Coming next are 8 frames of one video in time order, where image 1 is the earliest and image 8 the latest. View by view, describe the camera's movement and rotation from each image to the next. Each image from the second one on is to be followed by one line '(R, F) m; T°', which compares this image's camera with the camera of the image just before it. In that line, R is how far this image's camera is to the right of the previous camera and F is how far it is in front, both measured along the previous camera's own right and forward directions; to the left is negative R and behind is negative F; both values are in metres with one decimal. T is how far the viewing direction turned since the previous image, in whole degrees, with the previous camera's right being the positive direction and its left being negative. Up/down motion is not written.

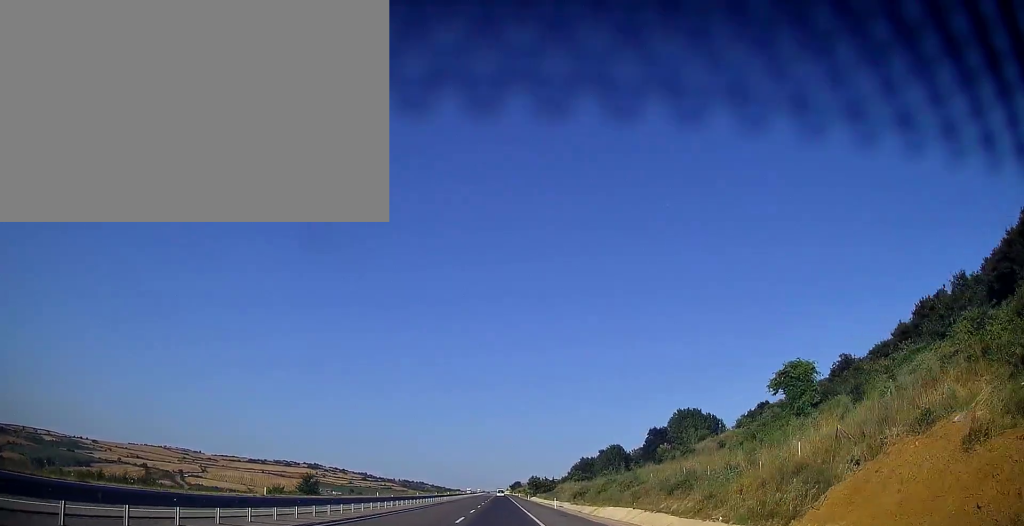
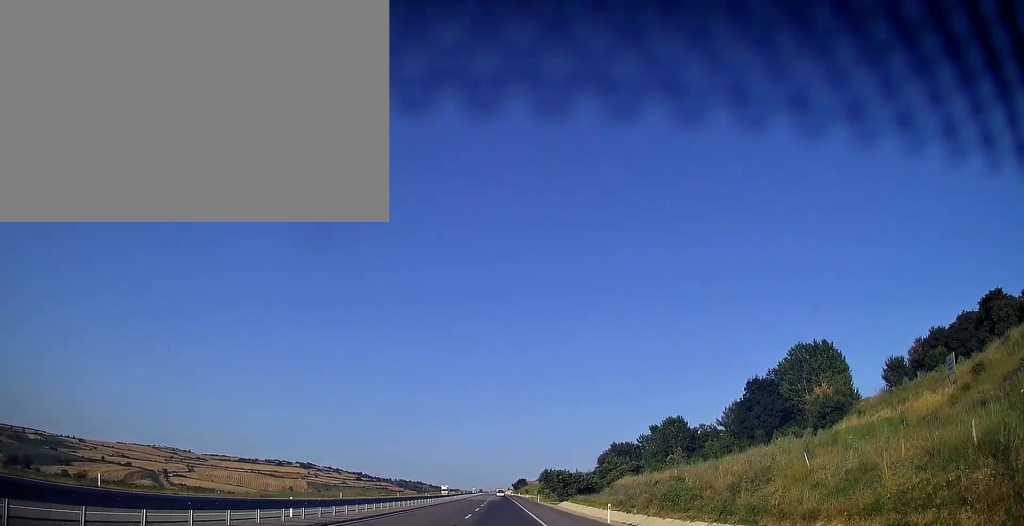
(-0.2, +80.6) m; 0°
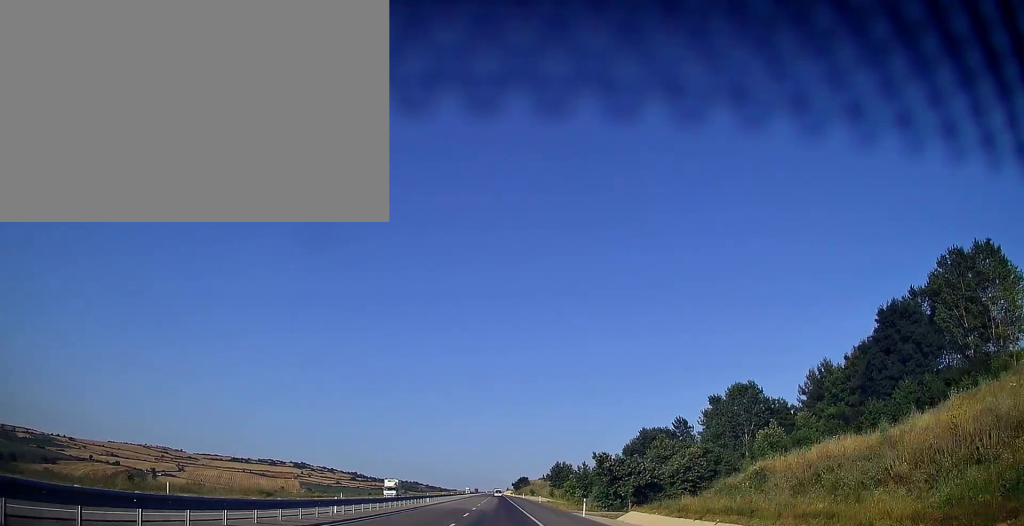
(+0.2, +45.9) m; 0°
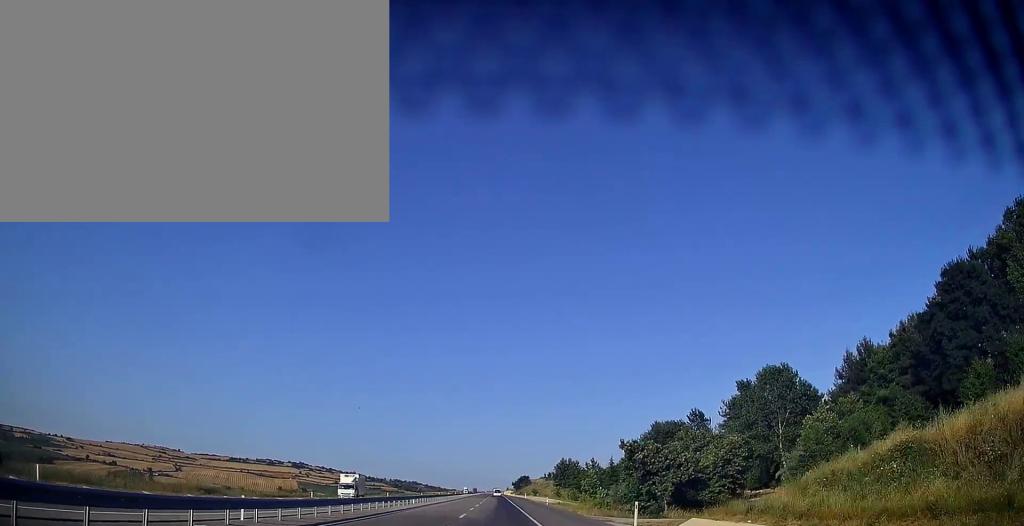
(0.0, +13.7) m; 0°
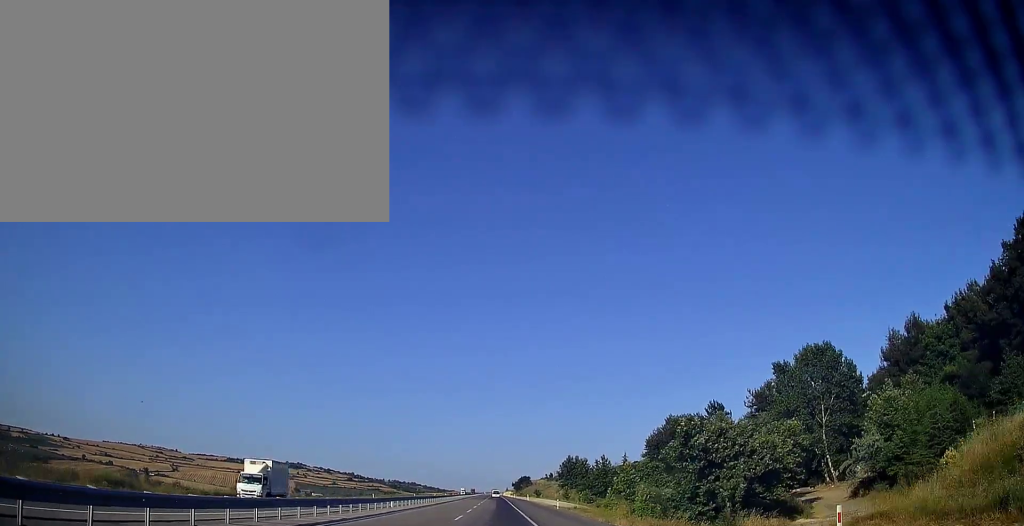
(0.0, +13.7) m; 0°
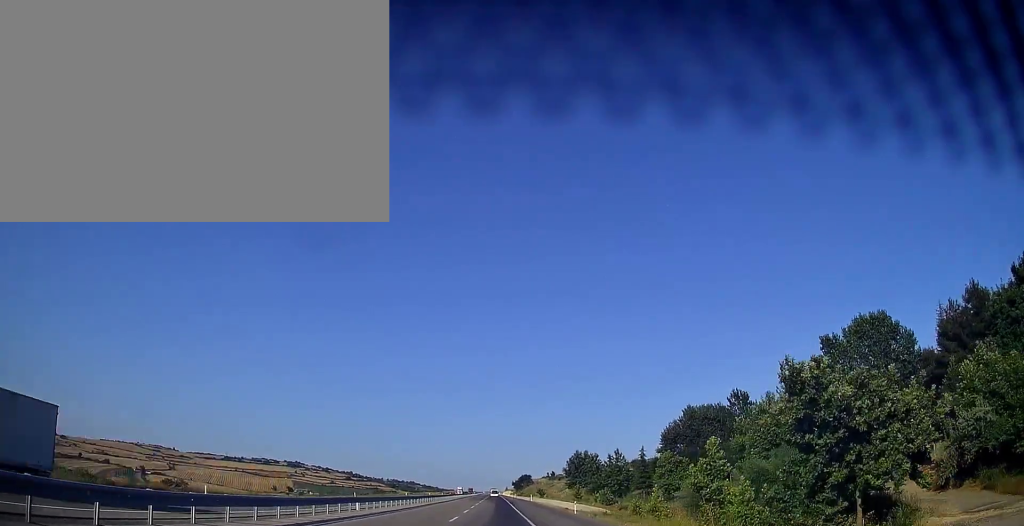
(0.0, +13.7) m; 0°
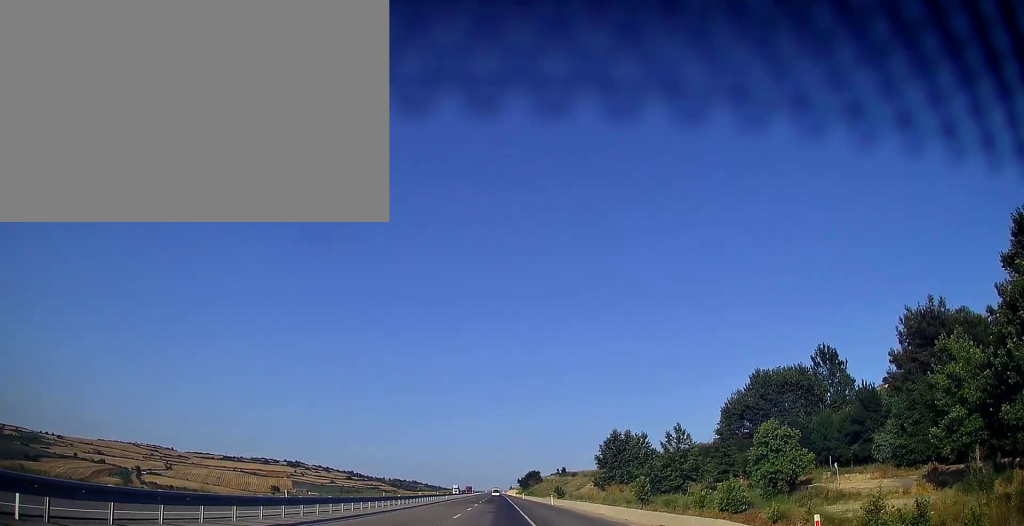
(0.0, +33.2) m; 0°
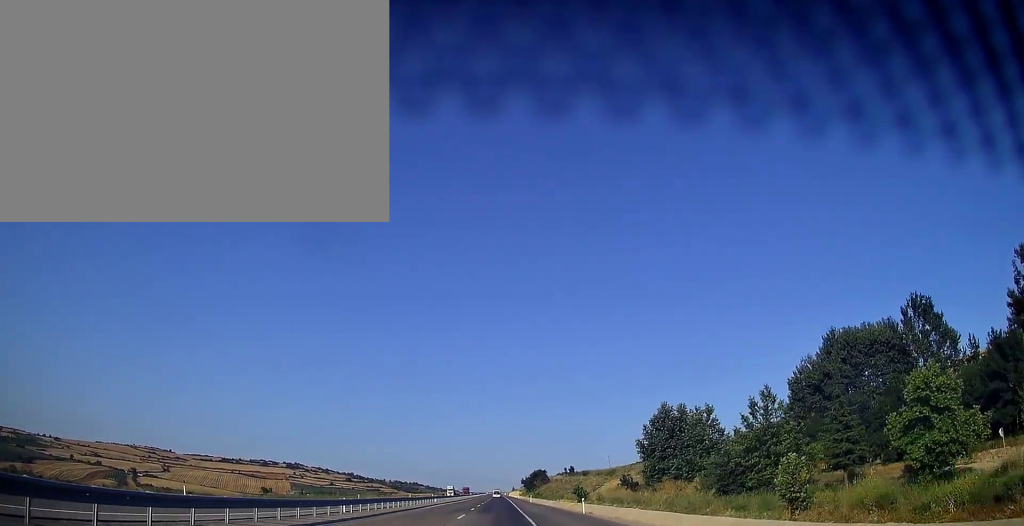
(-0.1, +22.5) m; 0°
